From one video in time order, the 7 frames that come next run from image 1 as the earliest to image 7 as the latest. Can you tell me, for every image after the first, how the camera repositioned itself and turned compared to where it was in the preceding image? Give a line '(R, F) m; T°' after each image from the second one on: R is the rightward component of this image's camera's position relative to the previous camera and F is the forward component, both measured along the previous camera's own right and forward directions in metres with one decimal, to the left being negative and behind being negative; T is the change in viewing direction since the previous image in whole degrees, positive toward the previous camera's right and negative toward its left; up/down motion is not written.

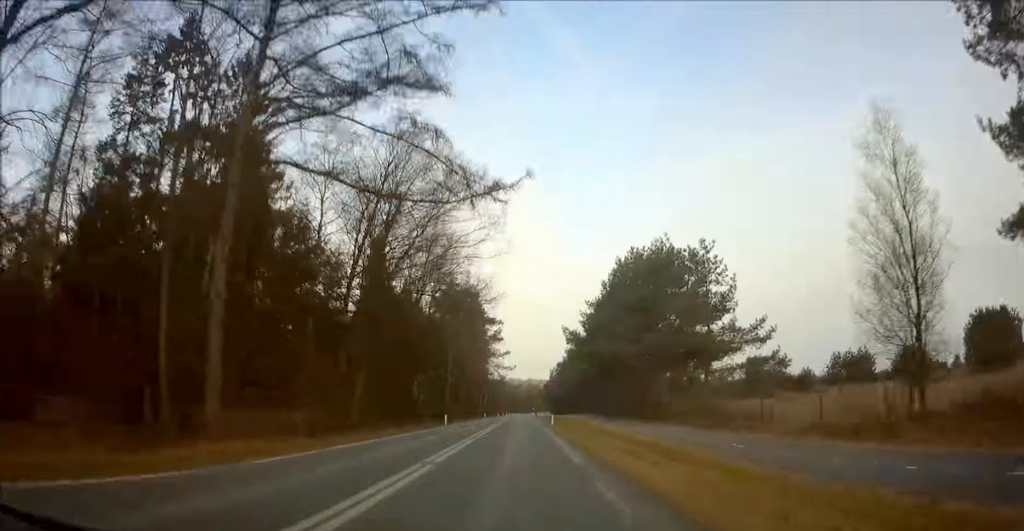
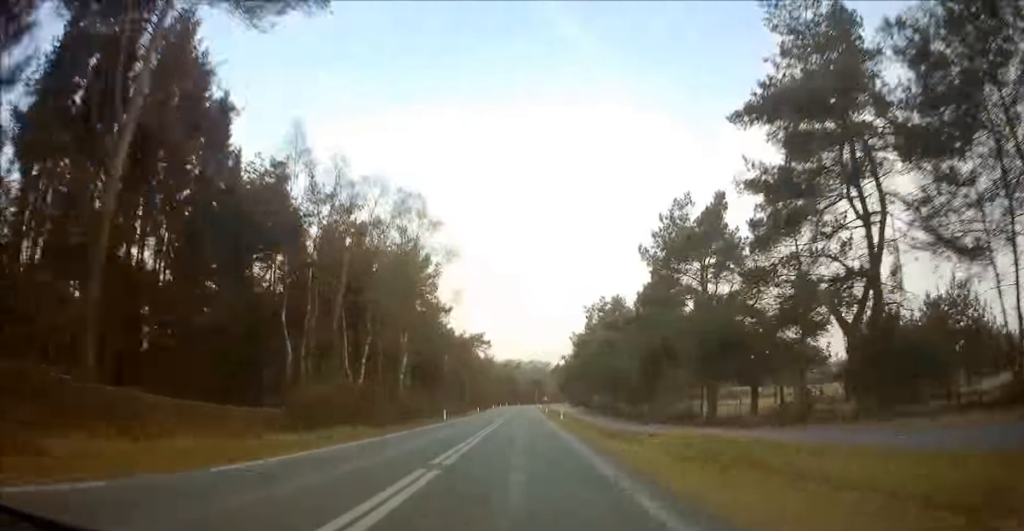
(-0.8, +103.9) m; 0°
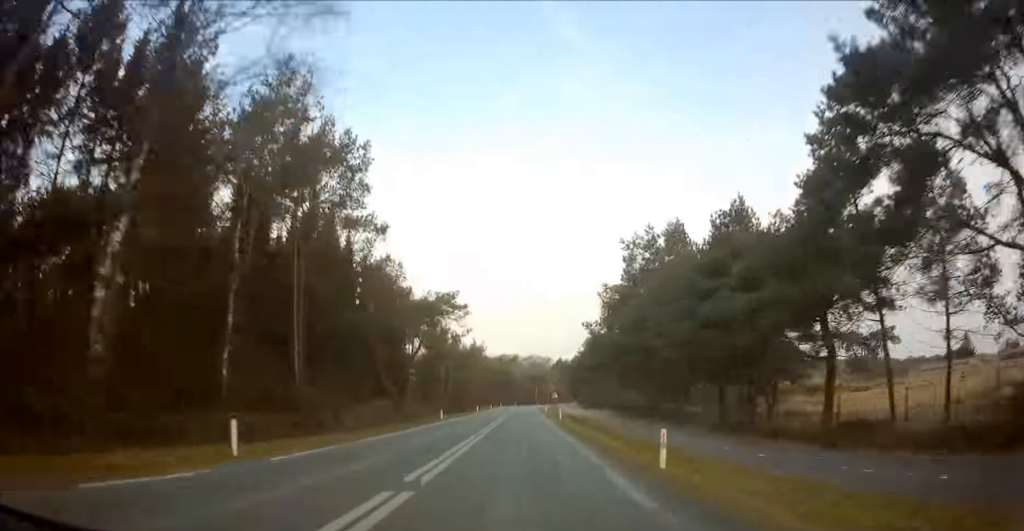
(0.0, +33.5) m; 0°
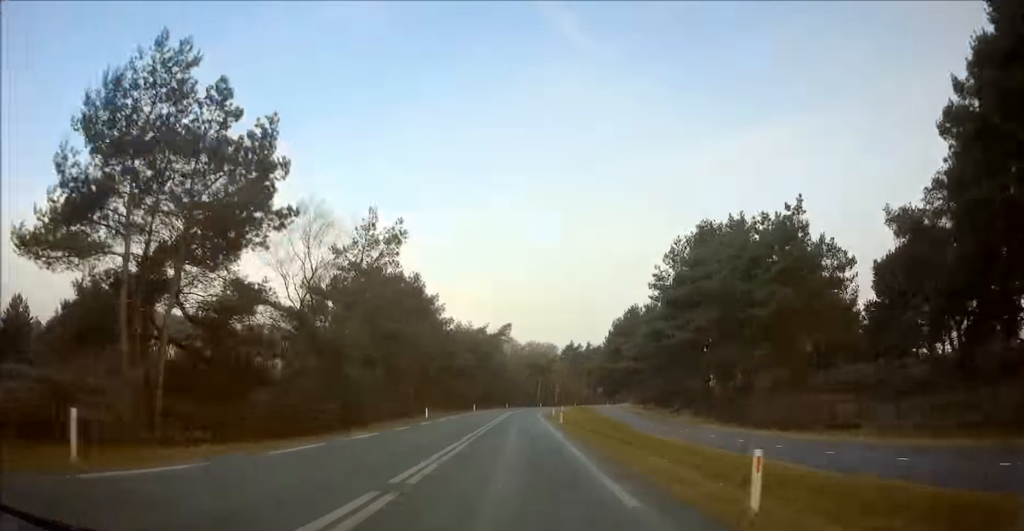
(+0.2, +71.5) m; +1°
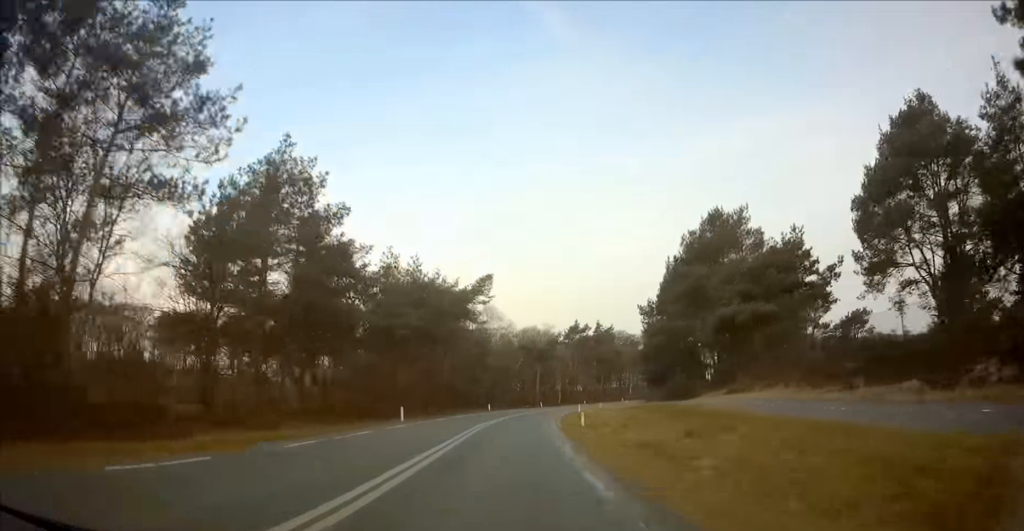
(+0.1, +41.1) m; +2°
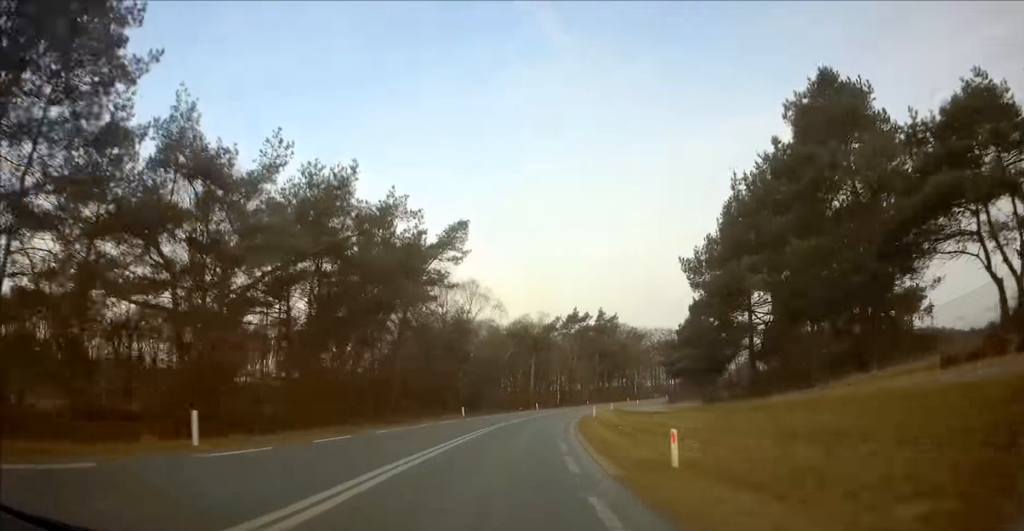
(+0.4, +20.5) m; +2°
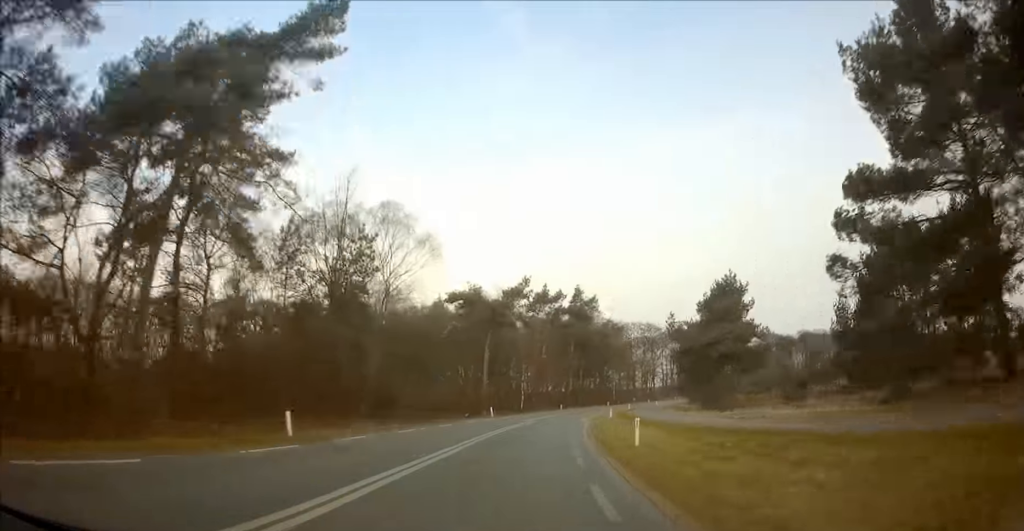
(+0.1, +28.4) m; +3°
